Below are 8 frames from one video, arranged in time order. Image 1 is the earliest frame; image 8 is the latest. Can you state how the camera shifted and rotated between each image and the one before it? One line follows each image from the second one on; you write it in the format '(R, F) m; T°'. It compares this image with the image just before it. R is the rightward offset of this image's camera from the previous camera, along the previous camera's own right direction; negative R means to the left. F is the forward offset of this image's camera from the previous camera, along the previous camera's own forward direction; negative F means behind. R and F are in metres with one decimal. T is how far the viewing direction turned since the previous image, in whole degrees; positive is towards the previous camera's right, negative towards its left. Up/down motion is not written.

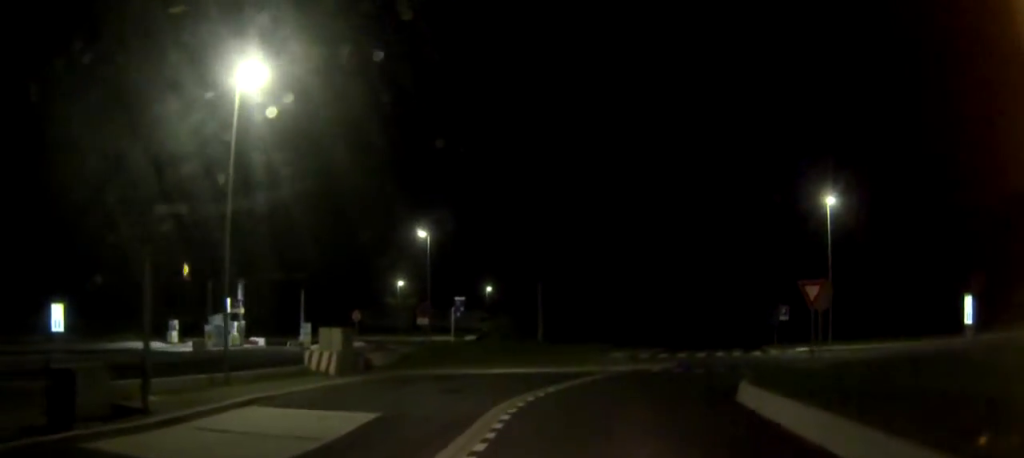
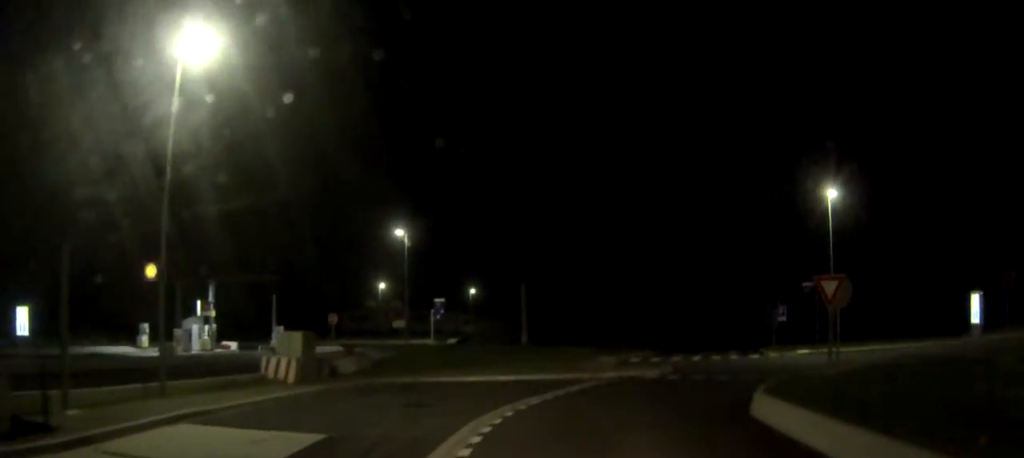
(0.0, +2.5) m; +4°
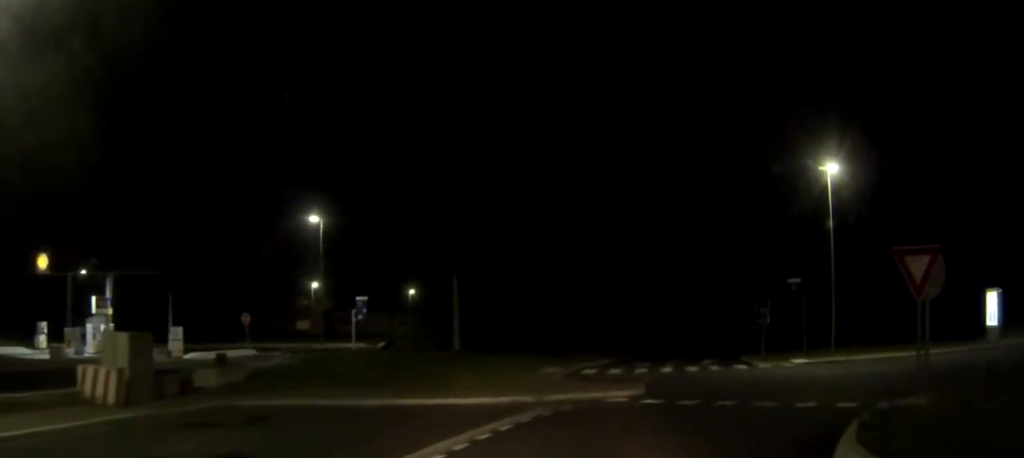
(+1.0, +7.3) m; +15°
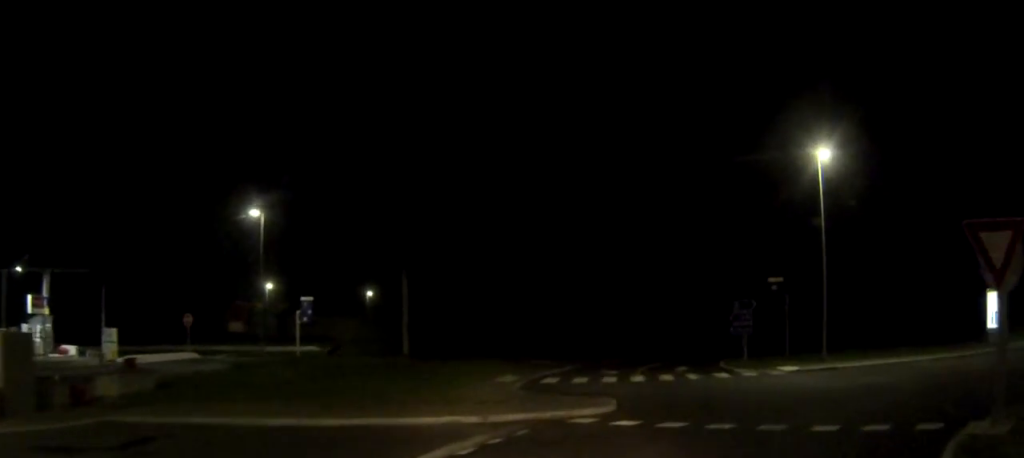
(0.0, +3.4) m; +1°
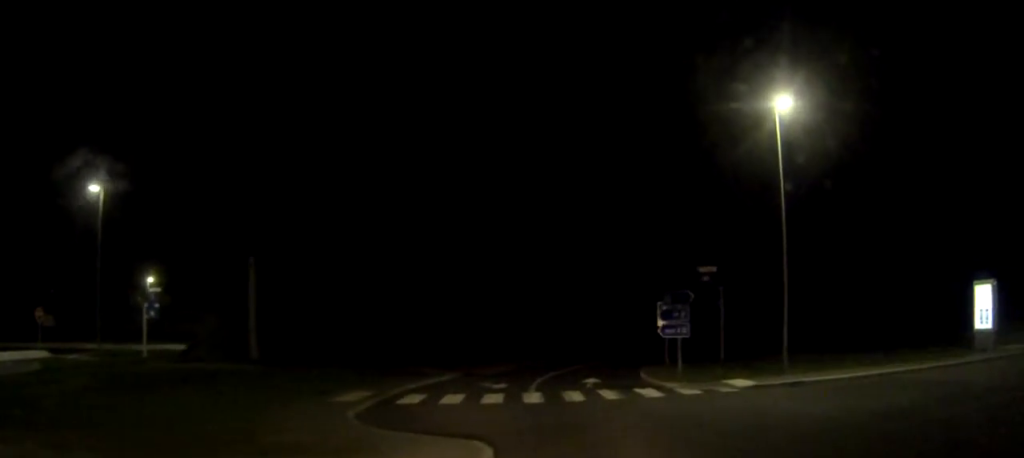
(0.0, +6.8) m; 0°
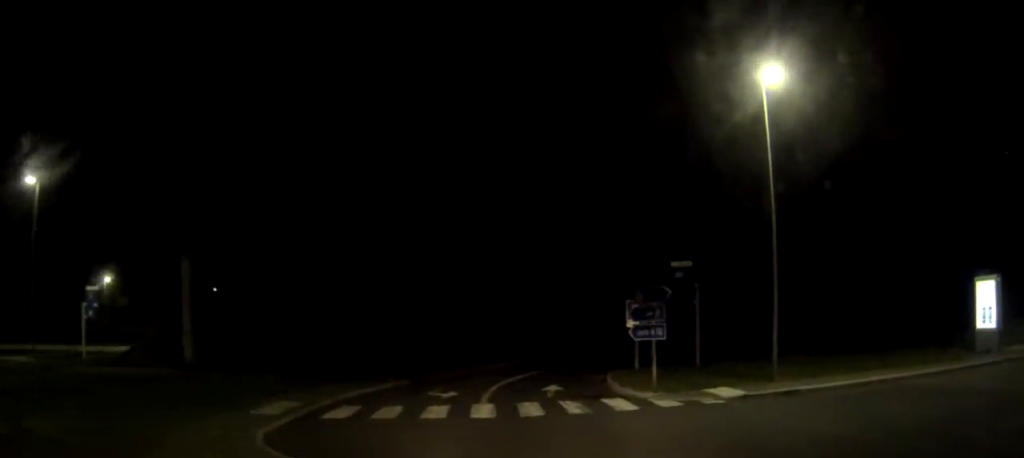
(0.0, +2.7) m; 0°
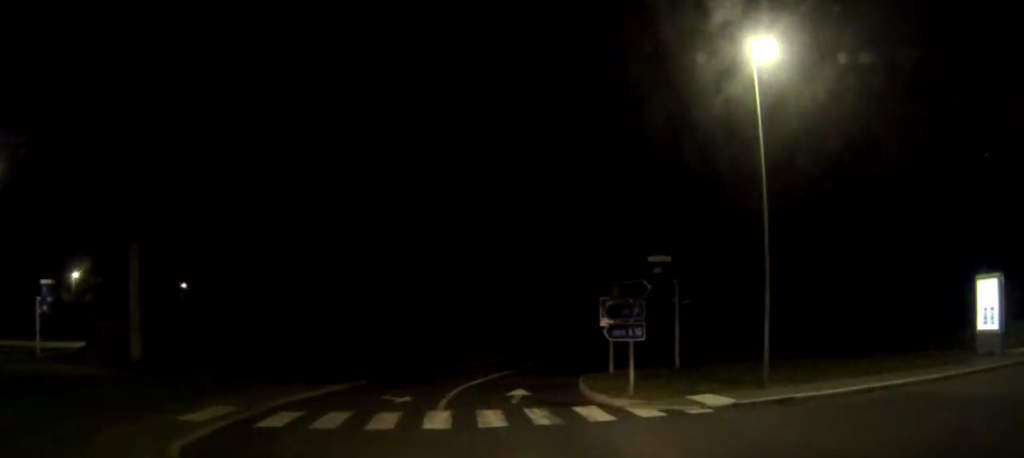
(0.0, +1.9) m; 0°
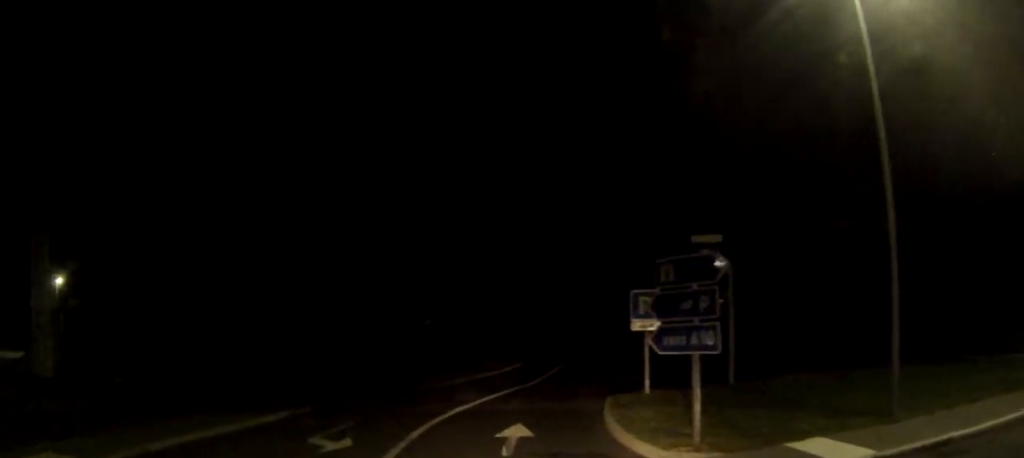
(0.0, +6.3) m; +6°
